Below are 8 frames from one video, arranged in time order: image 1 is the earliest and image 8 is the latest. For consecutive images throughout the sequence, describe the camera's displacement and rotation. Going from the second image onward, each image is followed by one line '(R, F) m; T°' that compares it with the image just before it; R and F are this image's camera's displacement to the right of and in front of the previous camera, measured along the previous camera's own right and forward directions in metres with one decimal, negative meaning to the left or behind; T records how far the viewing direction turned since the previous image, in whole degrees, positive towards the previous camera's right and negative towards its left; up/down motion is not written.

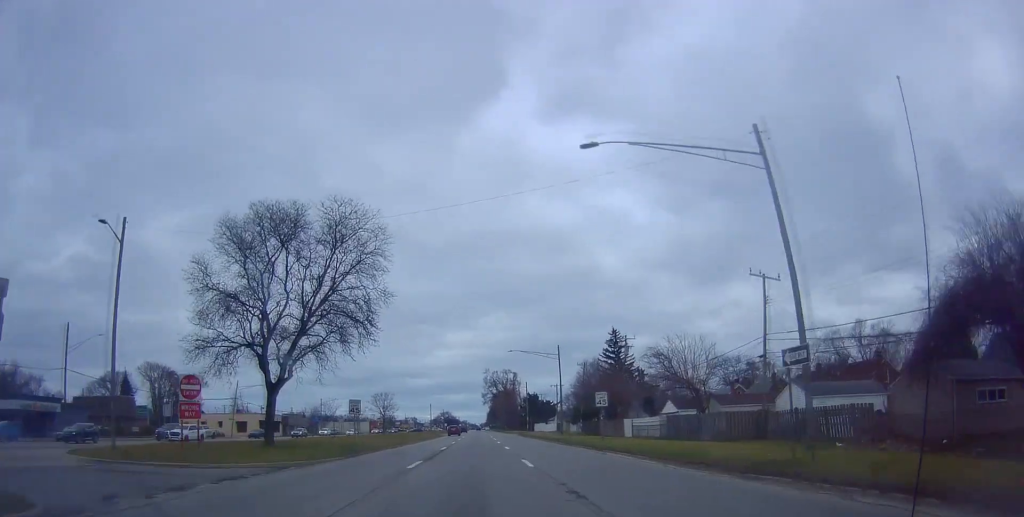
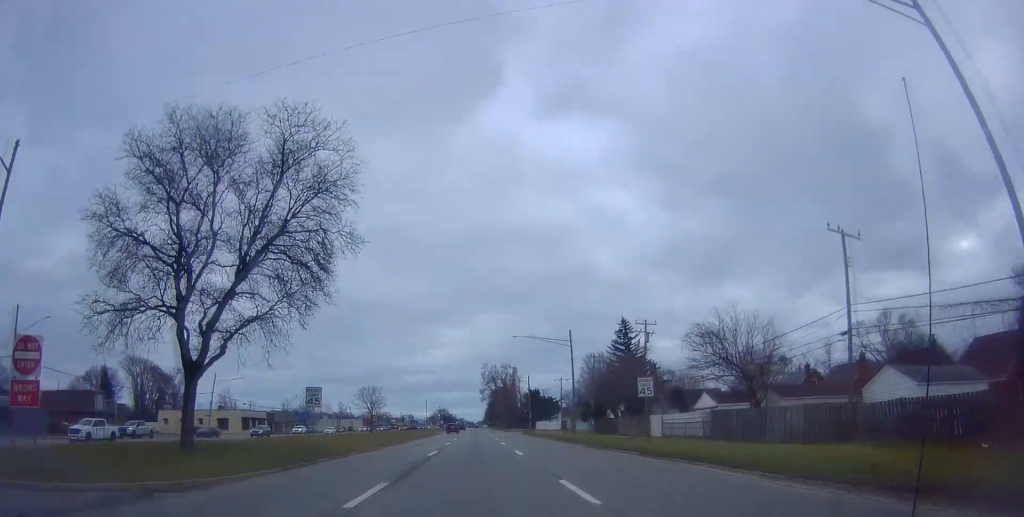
(+0.2, +9.7) m; 0°
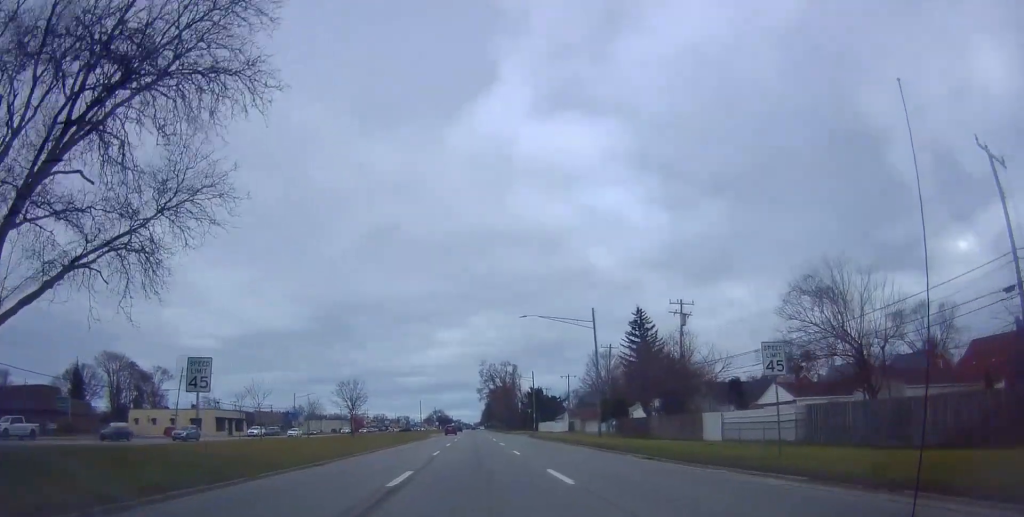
(0.0, +12.3) m; 0°
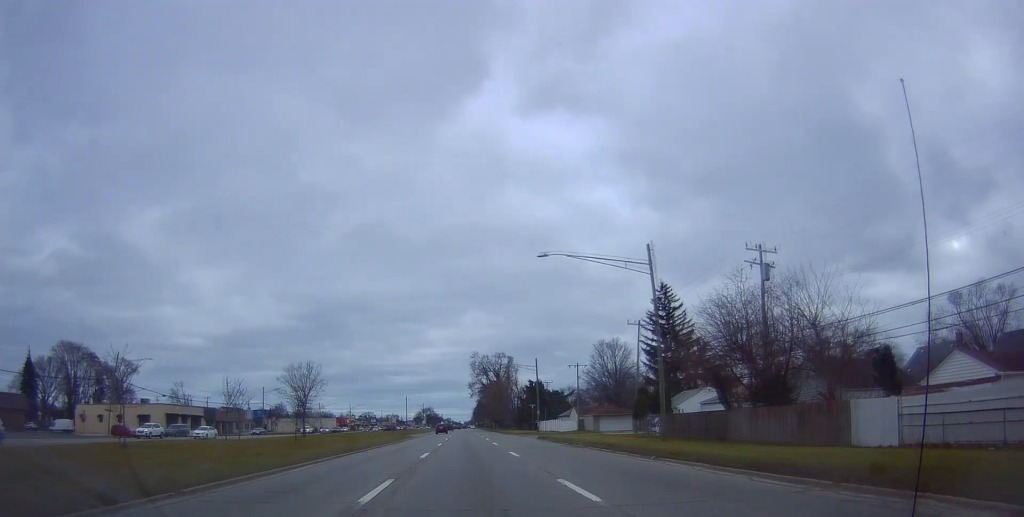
(-0.1, +17.5) m; +1°
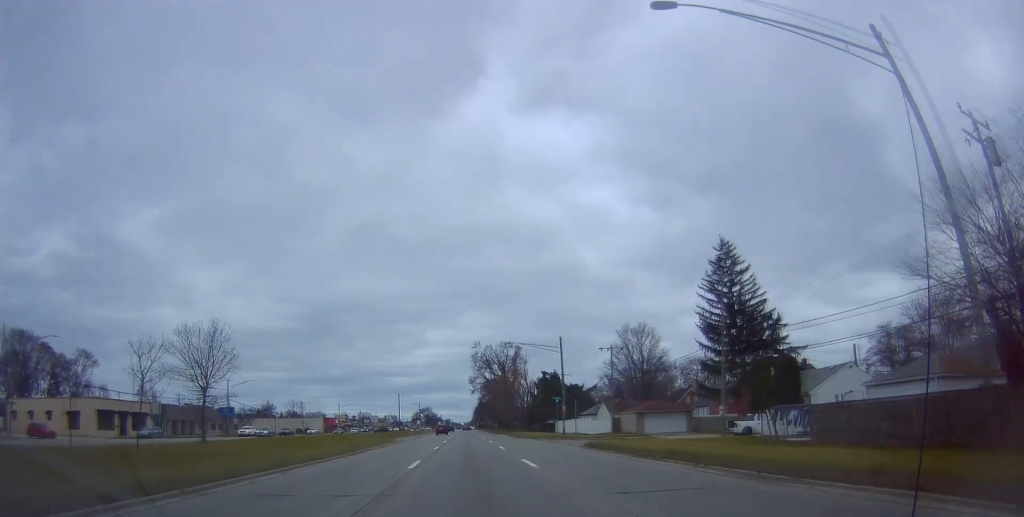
(+0.3, +21.7) m; 0°
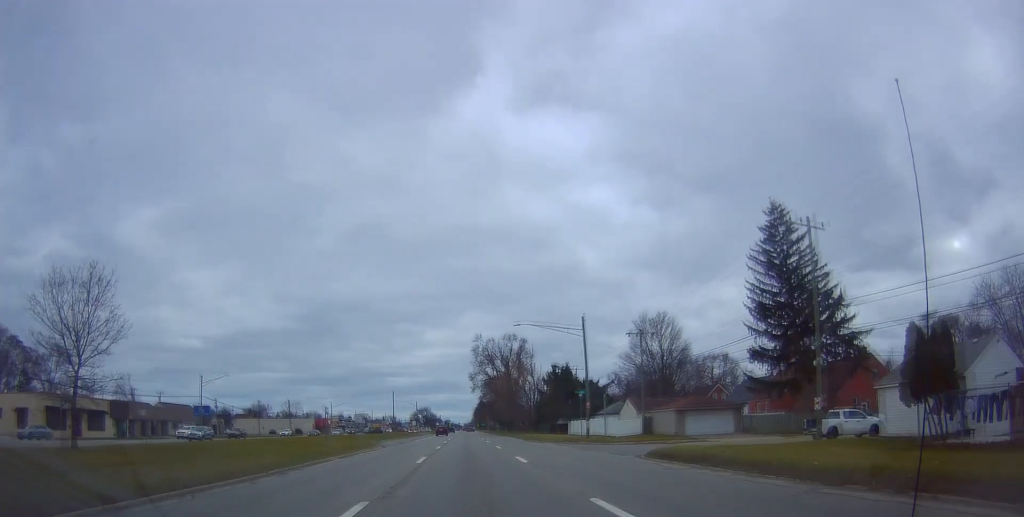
(-0.4, +12.6) m; -1°
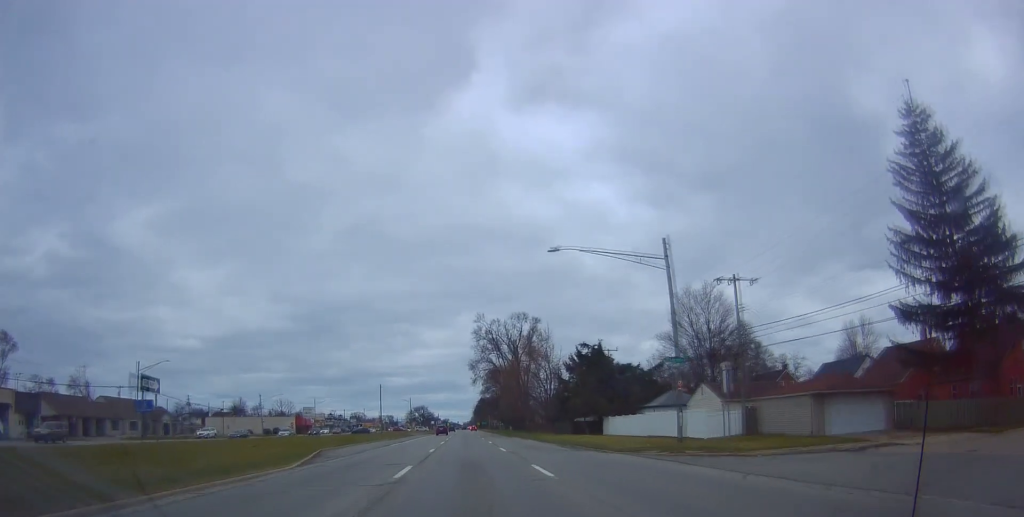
(+0.5, +22.6) m; +2°
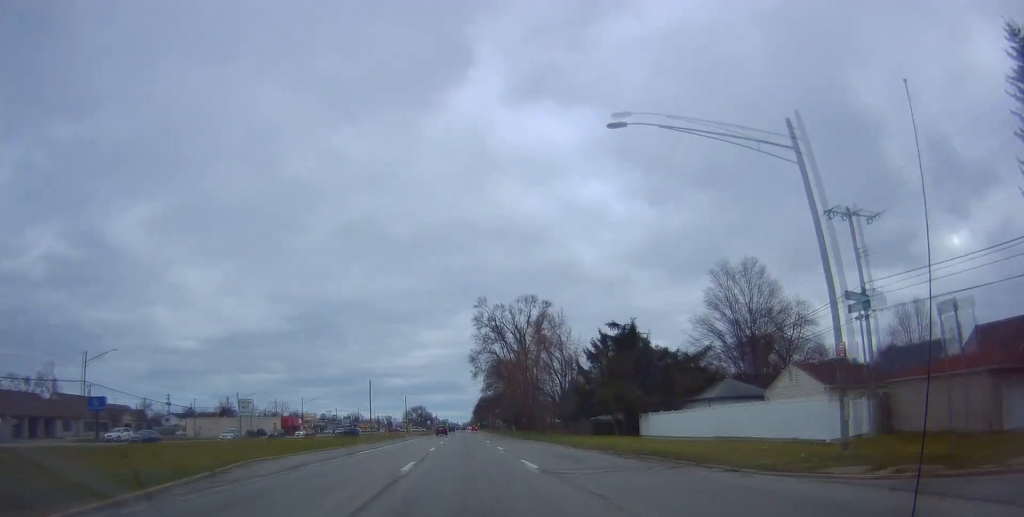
(+0.3, +13.9) m; -1°
